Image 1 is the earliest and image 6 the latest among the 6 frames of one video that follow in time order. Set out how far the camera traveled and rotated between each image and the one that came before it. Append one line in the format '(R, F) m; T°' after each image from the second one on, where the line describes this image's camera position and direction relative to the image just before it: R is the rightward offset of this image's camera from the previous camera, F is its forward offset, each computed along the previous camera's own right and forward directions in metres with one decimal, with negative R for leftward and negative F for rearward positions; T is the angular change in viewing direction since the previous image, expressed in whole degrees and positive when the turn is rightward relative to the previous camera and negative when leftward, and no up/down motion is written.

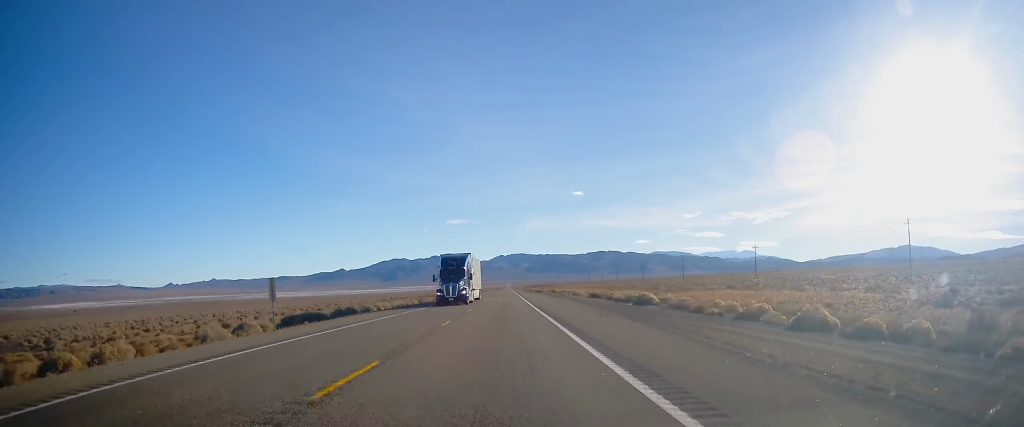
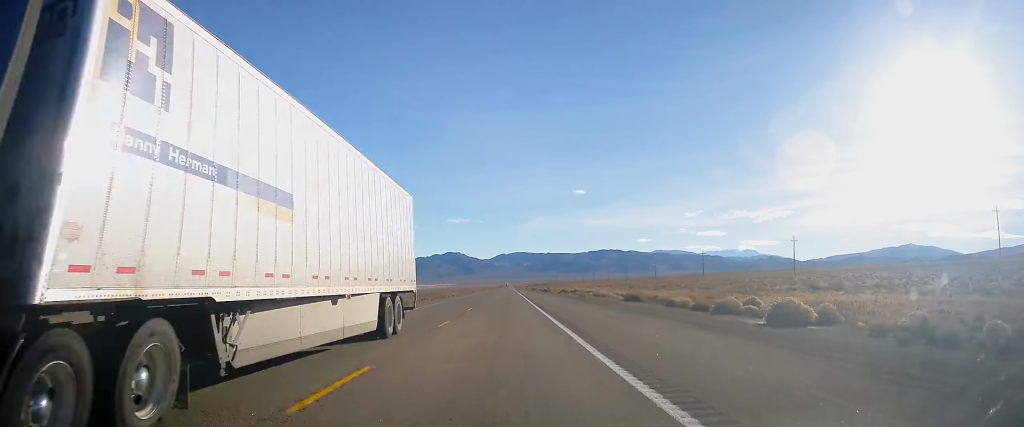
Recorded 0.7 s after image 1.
(-0.3, +25.2) m; 0°
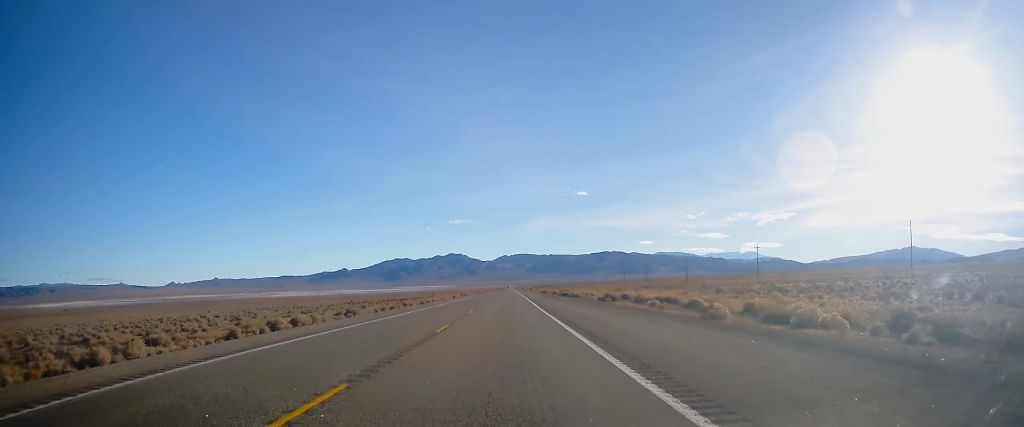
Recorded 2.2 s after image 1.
(+0.2, +50.8) m; 0°
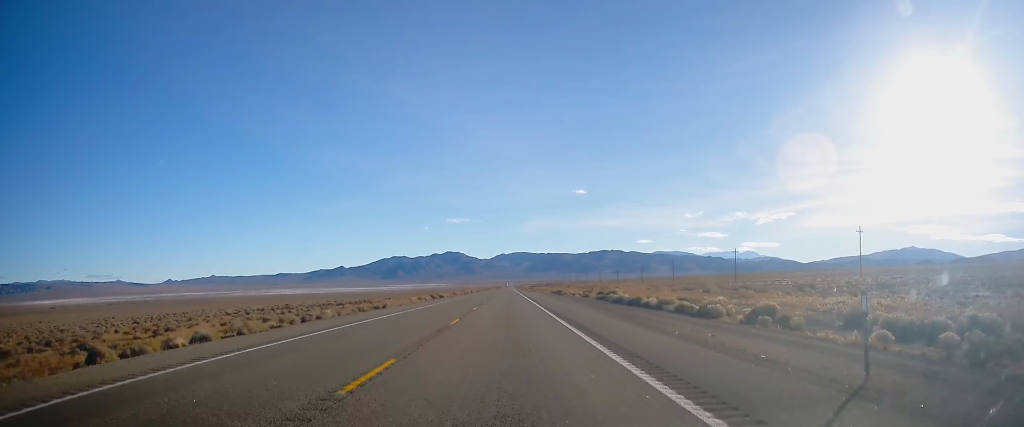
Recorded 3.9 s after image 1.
(+0.1, +58.4) m; 0°
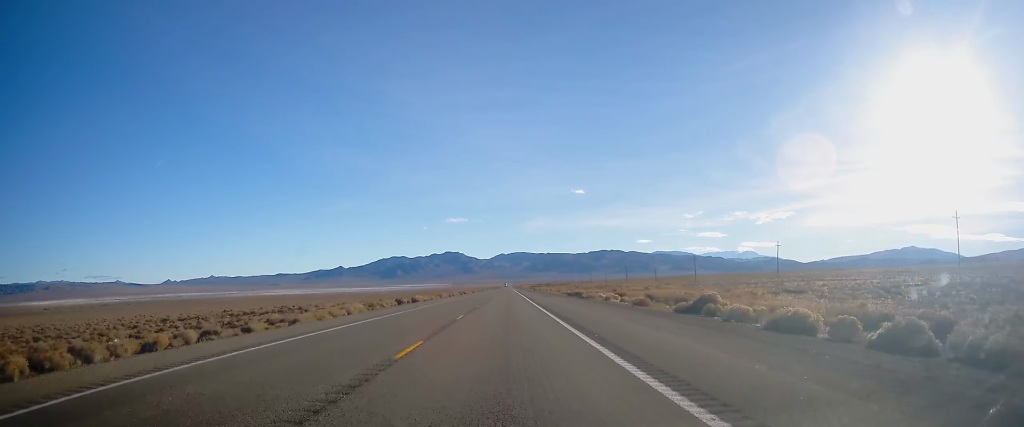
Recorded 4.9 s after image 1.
(-0.4, +33.6) m; -1°
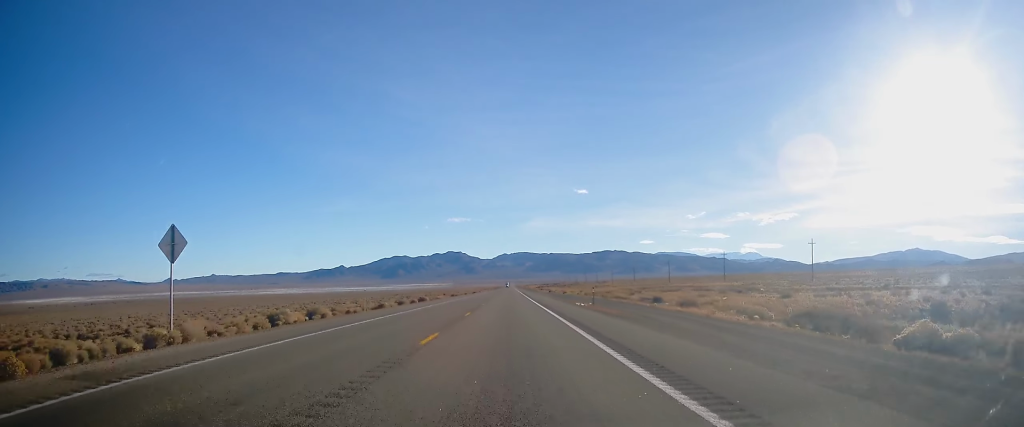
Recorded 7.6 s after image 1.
(+1.4, +96.3) m; +1°
